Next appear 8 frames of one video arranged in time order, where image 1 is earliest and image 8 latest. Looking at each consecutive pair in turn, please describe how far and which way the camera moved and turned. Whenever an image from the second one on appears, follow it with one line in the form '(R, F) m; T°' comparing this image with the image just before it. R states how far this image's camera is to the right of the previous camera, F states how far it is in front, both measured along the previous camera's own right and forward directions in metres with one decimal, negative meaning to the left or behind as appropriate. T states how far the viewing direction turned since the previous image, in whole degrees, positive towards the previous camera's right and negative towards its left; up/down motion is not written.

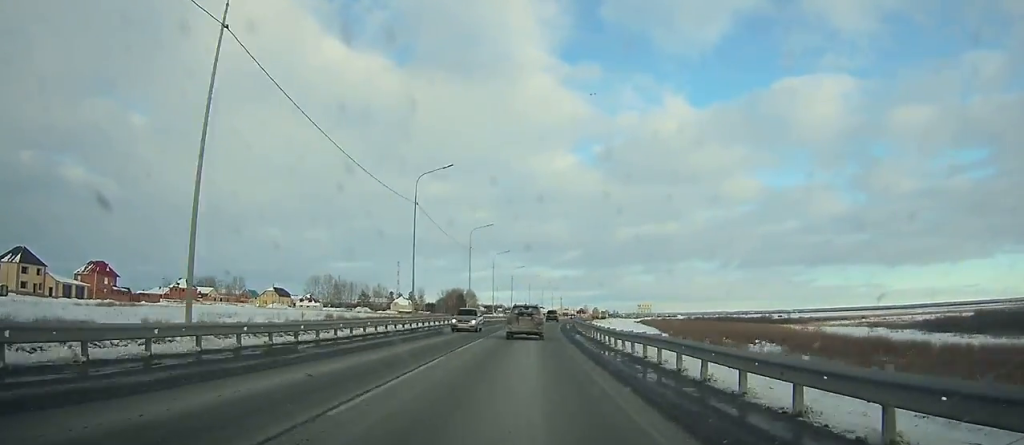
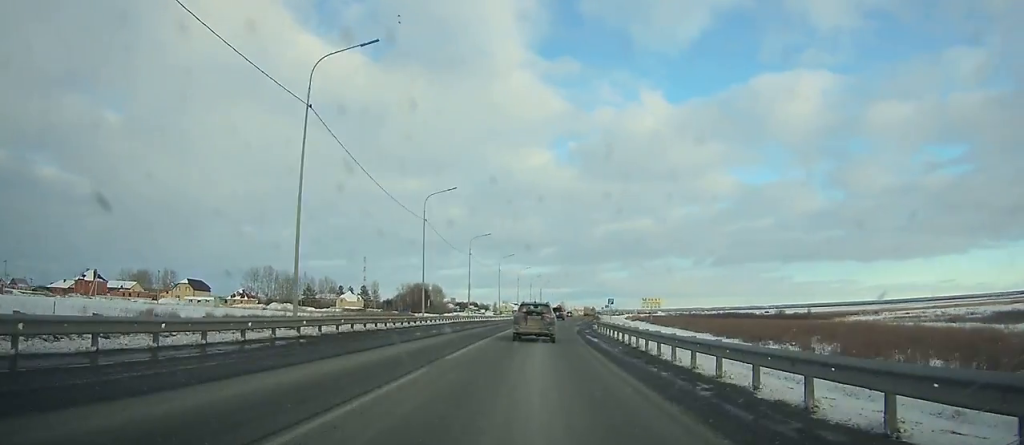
(+0.8, +51.7) m; +2°
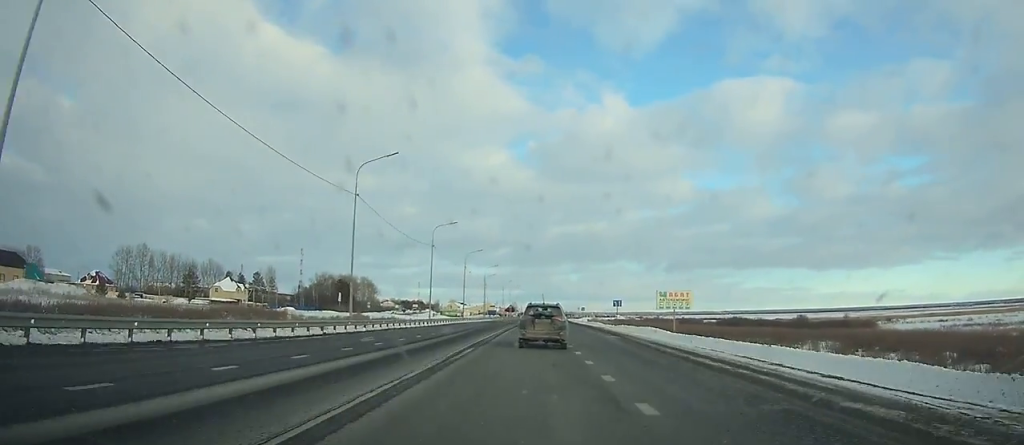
(+2.5, +71.3) m; +4°
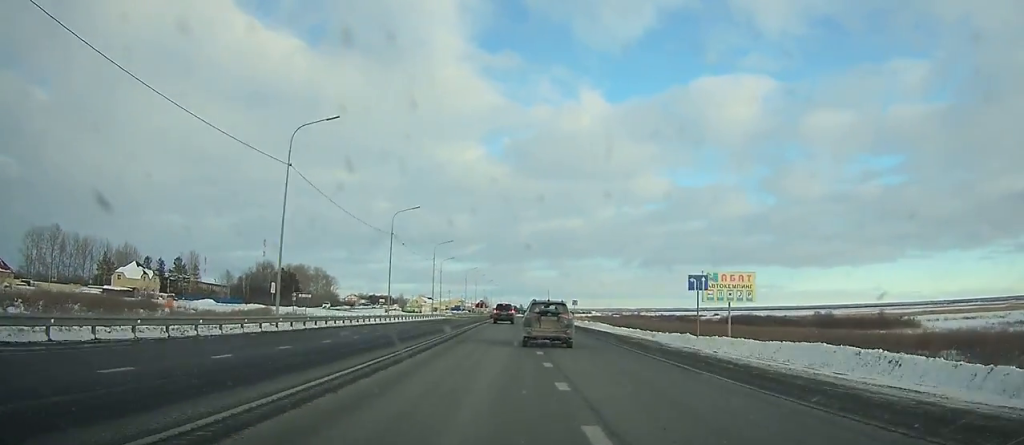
(+0.9, +38.3) m; +2°
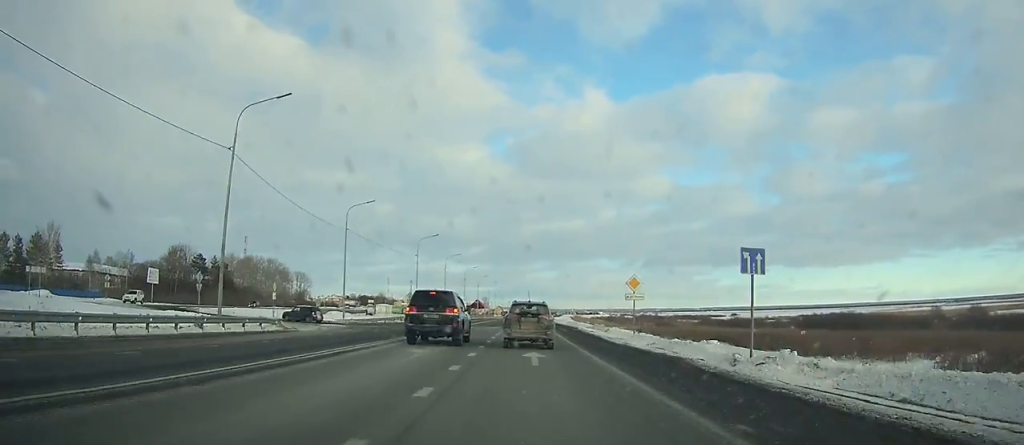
(+1.3, +64.3) m; +1°
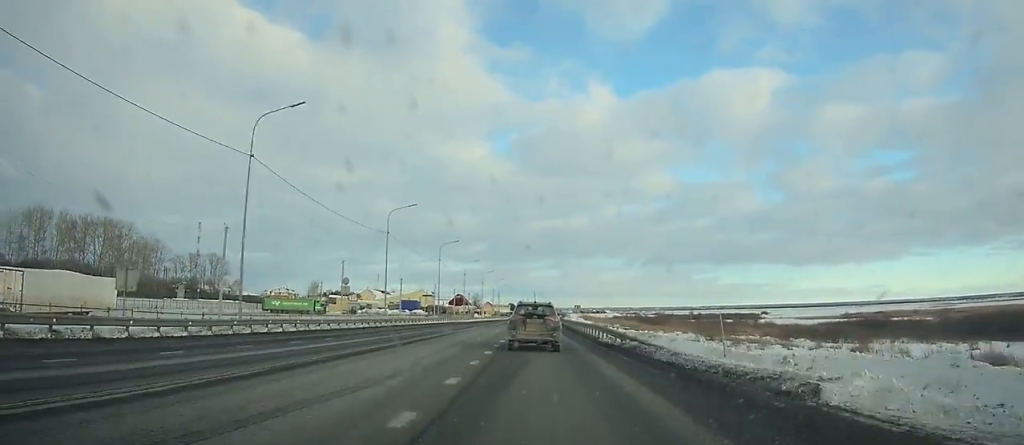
(-0.8, +109.2) m; 0°
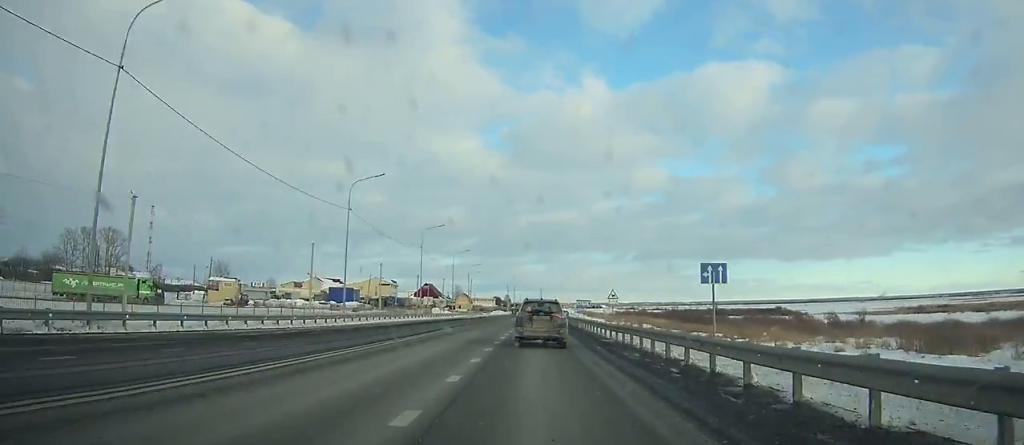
(+1.0, +71.9) m; +1°
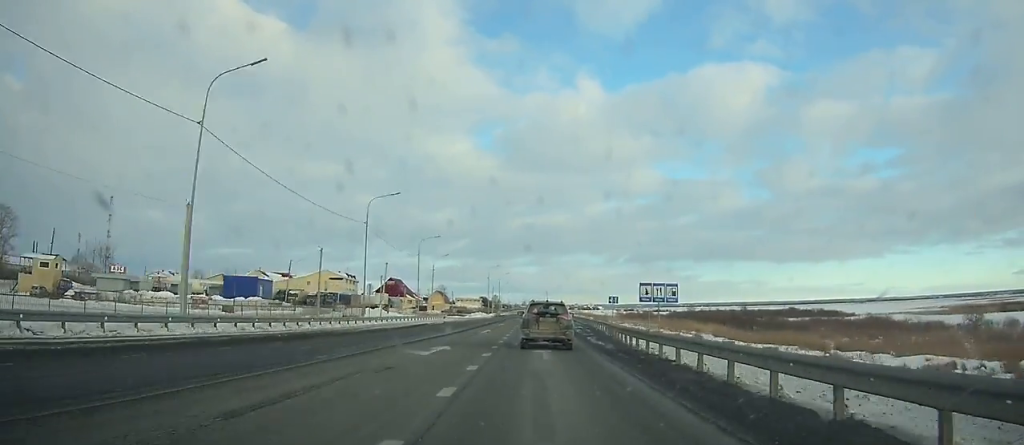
(+0.2, +51.8) m; +1°
